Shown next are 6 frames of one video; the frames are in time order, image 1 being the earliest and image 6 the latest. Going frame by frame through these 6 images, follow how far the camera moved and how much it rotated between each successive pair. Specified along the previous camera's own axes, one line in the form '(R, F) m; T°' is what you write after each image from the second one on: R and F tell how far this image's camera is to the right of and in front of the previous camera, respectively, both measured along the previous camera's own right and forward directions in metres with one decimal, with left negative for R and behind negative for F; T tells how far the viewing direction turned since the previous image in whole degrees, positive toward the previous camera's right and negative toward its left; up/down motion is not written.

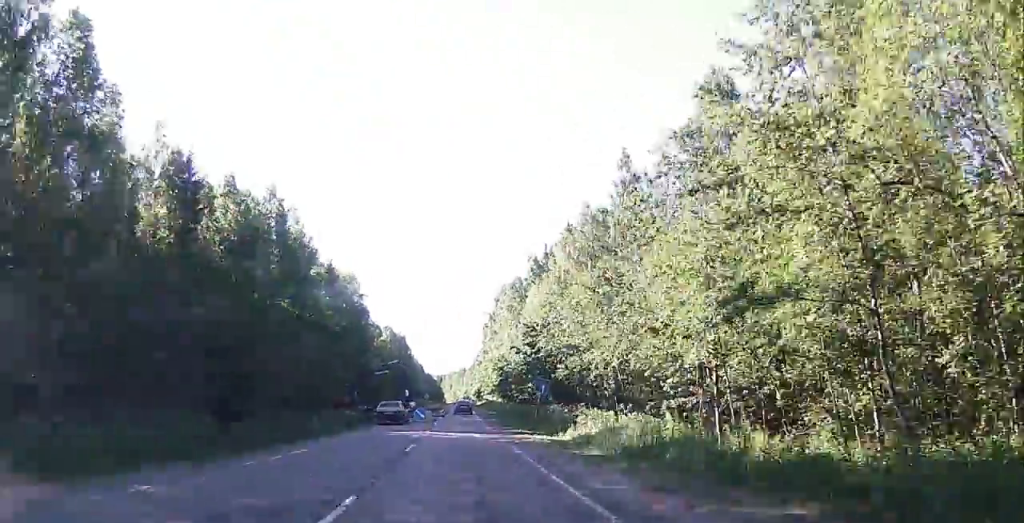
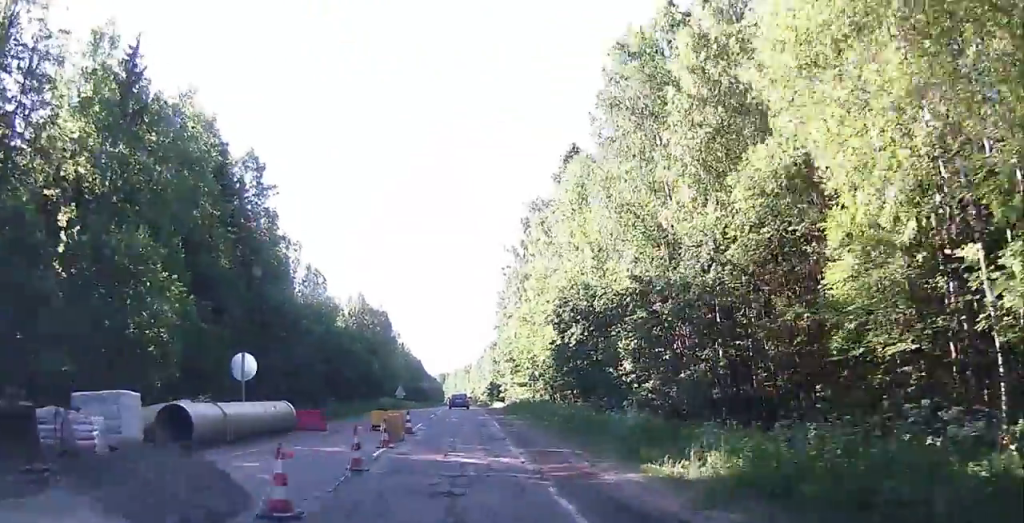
(+0.9, +63.3) m; +2°
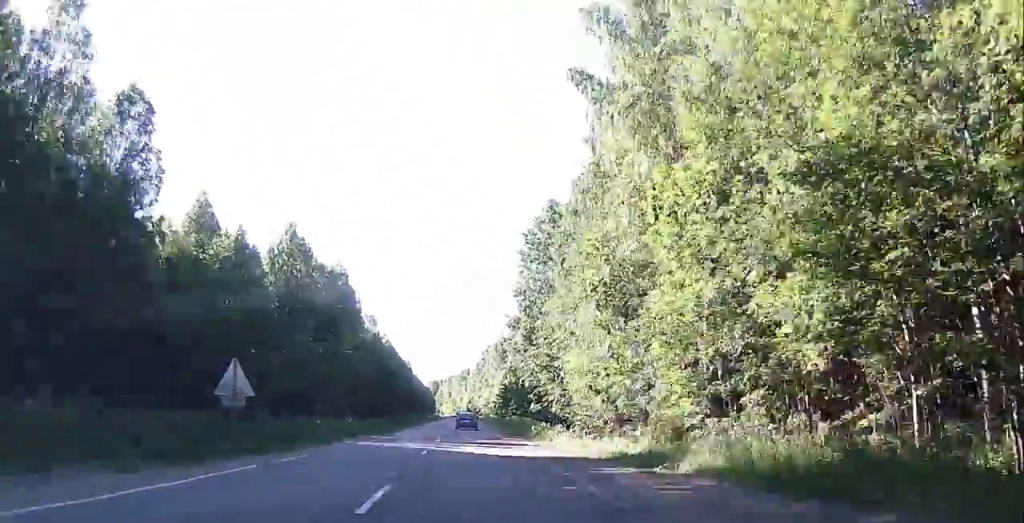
(-1.4, +54.2) m; -3°
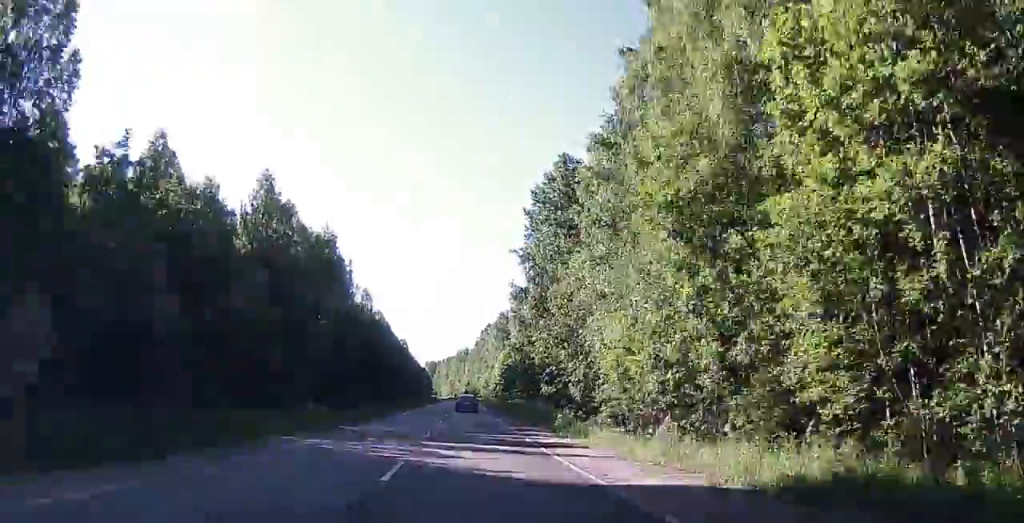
(0.0, +10.0) m; 0°
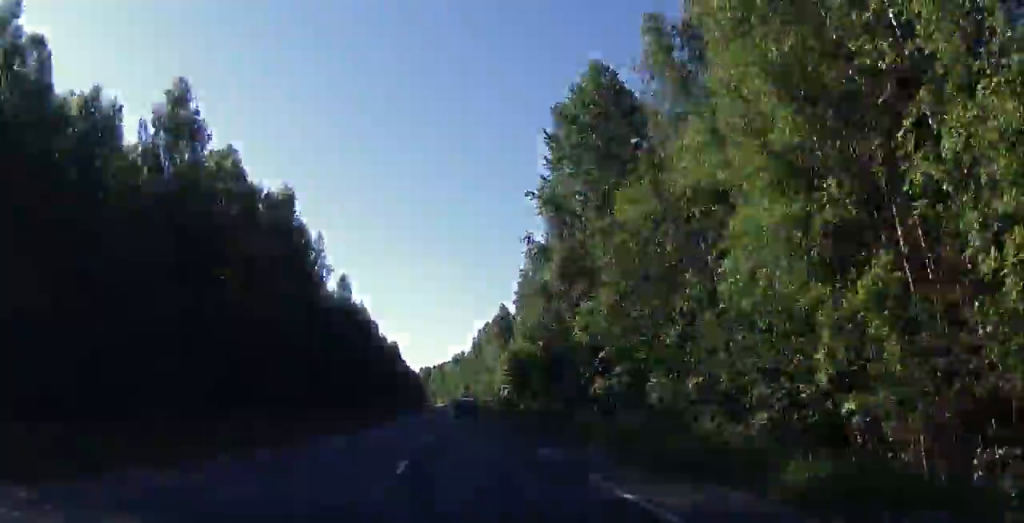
(0.0, +21.6) m; 0°
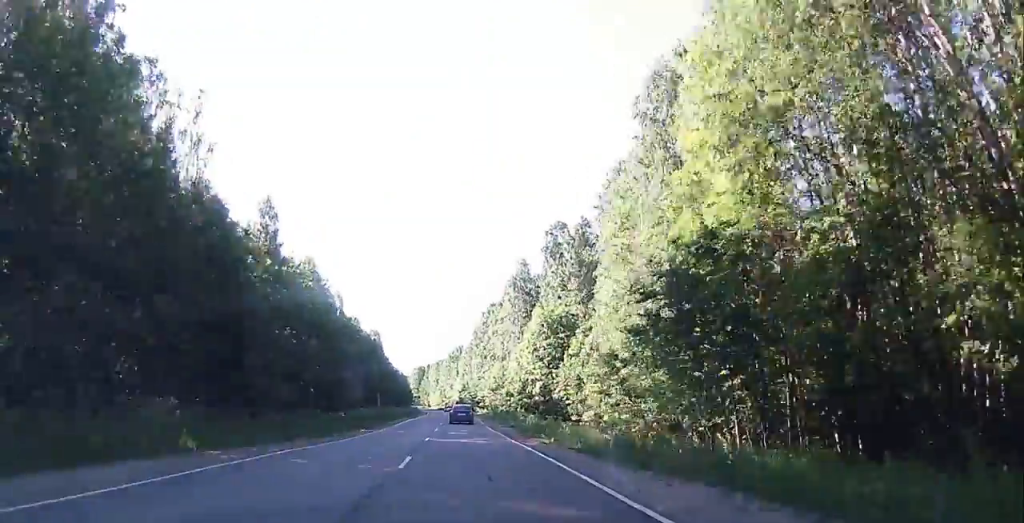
(-0.1, +46.2) m; -1°
